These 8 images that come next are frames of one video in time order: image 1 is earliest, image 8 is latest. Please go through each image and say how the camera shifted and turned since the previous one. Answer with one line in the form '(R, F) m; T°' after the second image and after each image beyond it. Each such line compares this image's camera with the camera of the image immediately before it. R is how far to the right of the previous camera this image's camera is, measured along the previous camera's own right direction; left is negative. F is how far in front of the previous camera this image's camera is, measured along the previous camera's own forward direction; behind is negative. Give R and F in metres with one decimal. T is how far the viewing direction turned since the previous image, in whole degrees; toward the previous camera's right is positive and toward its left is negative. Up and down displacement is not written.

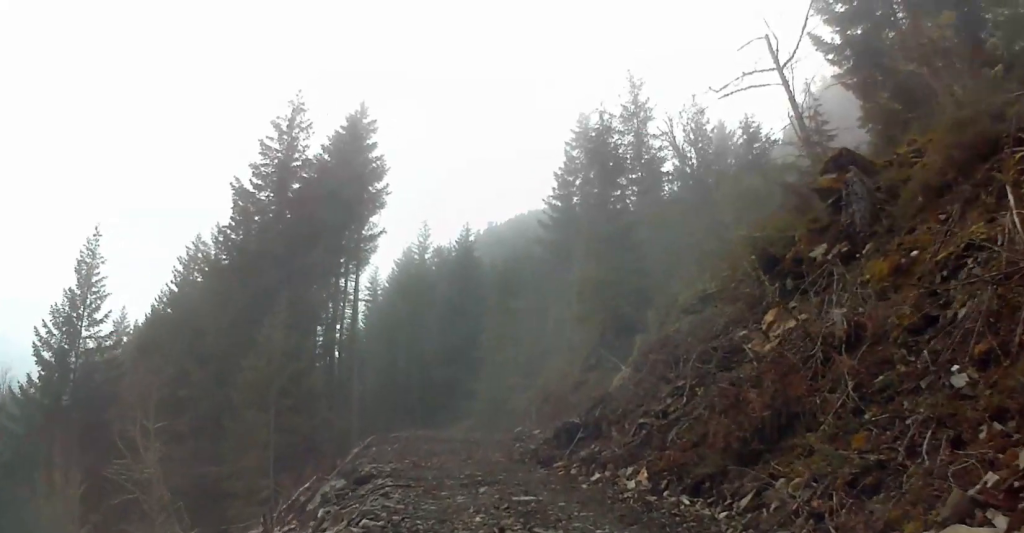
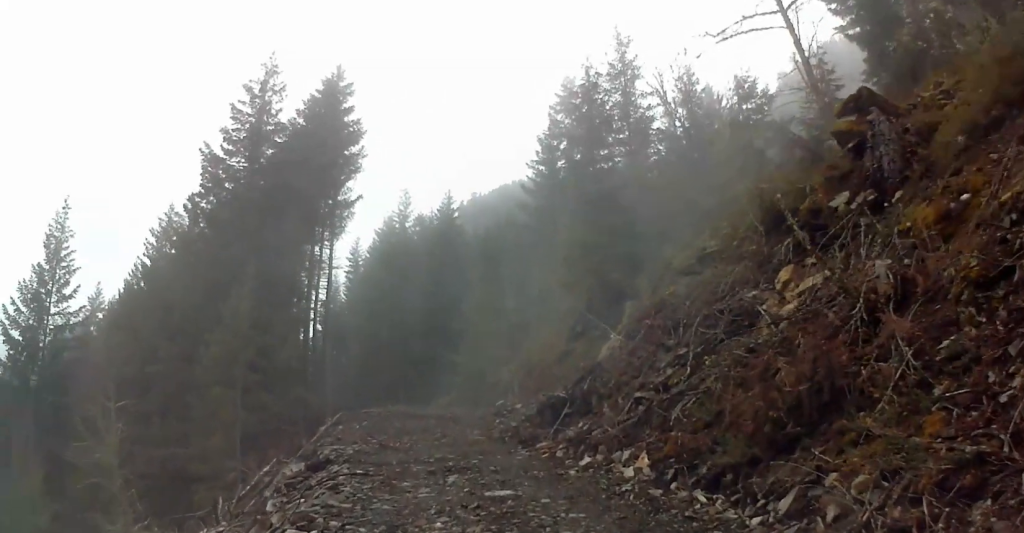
(+0.2, +2.3) m; -1°
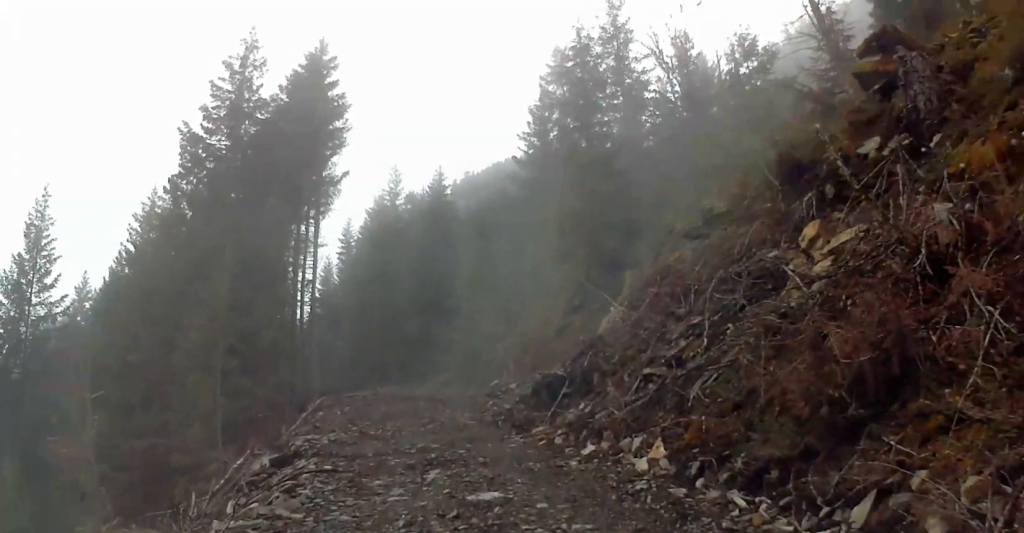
(-0.1, +1.9) m; -2°
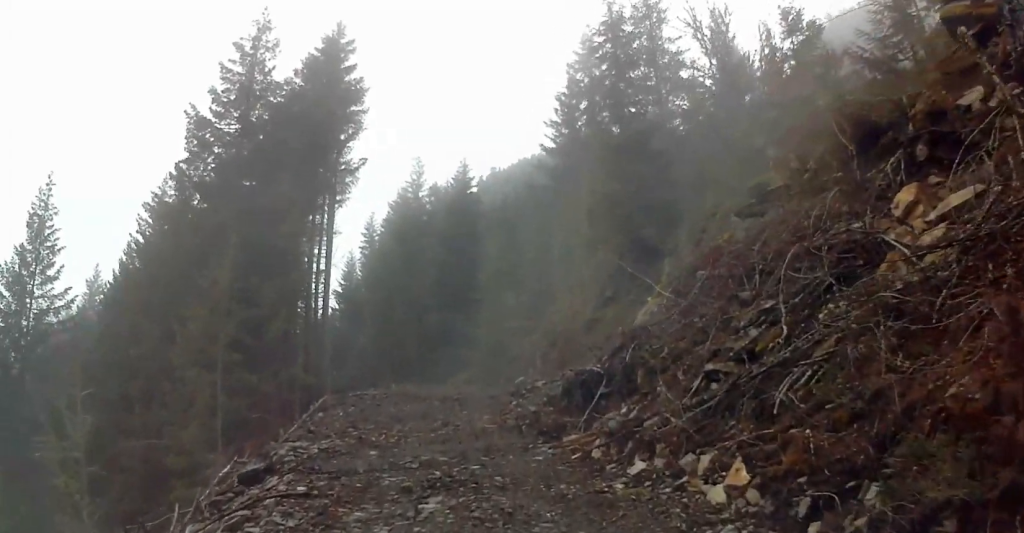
(-0.2, +2.7) m; -2°
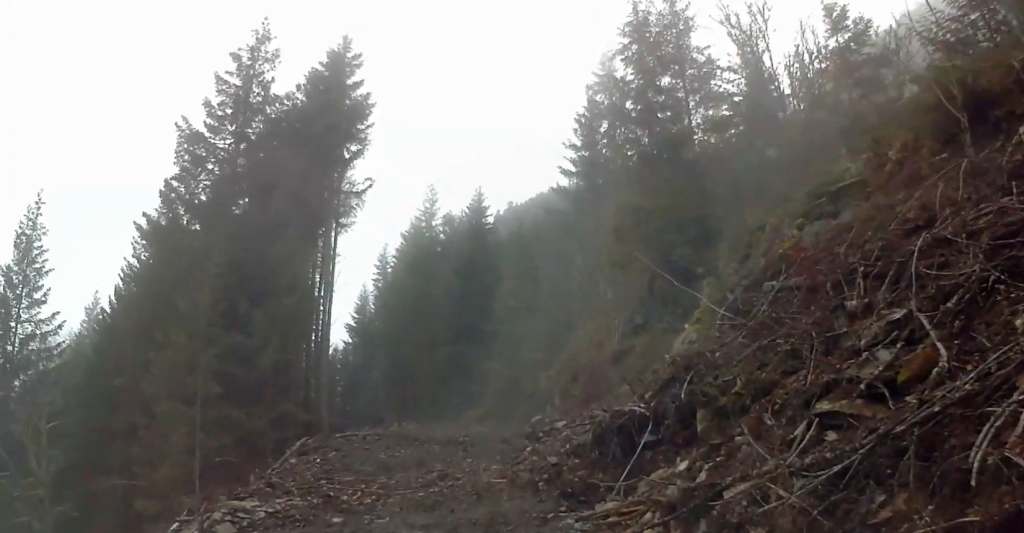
(+0.1, +3.7) m; -1°
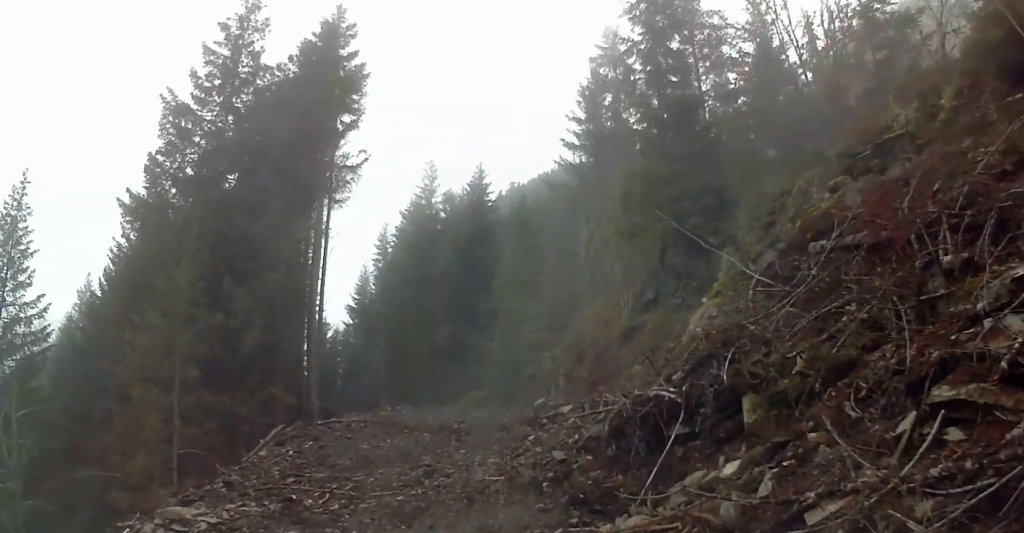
(-0.1, +2.1) m; -3°
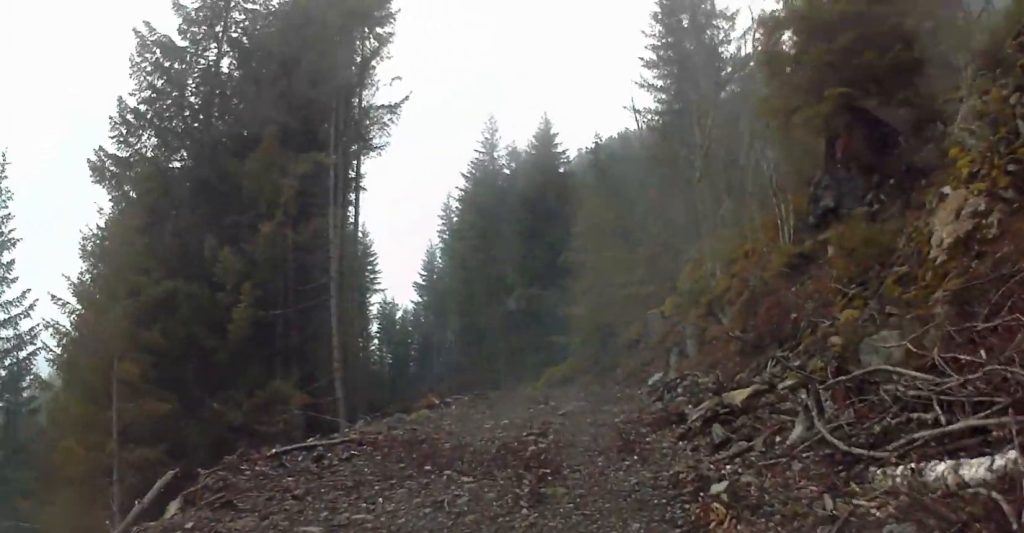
(-0.2, +9.5) m; 0°
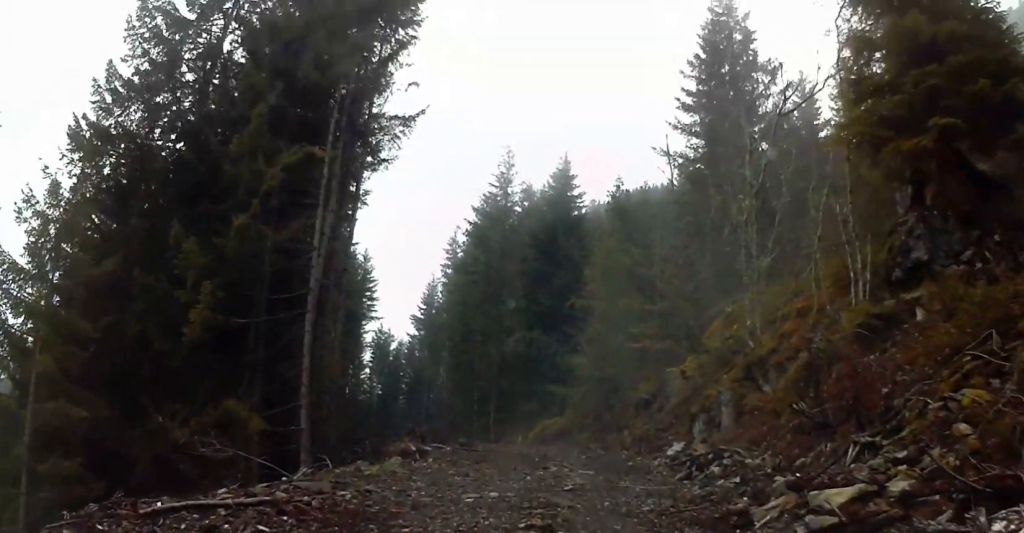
(0.0, +3.8) m; -4°
